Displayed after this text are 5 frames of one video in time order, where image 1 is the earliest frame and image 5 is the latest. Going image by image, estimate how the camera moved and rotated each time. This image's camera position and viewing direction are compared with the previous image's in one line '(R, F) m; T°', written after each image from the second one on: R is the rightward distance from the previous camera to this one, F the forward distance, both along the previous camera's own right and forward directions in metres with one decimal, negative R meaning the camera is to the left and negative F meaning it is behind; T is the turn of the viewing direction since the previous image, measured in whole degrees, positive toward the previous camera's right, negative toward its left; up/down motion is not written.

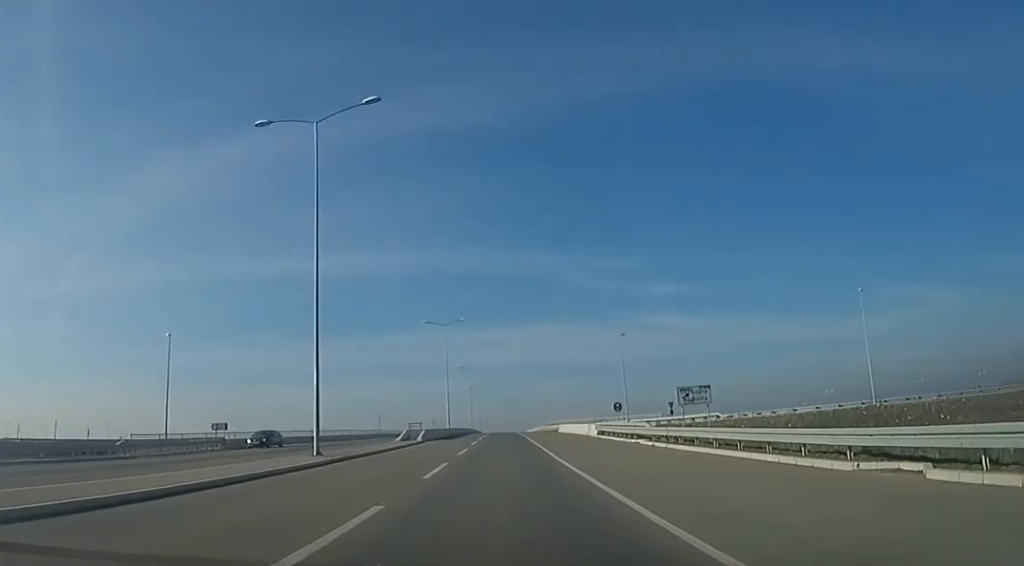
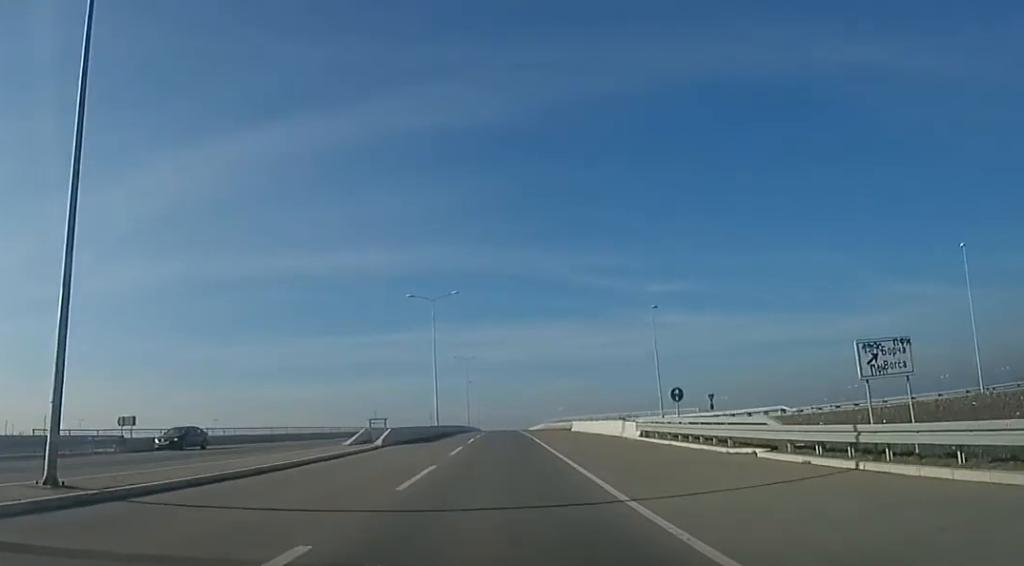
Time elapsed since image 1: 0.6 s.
(0.0, +13.4) m; 0°
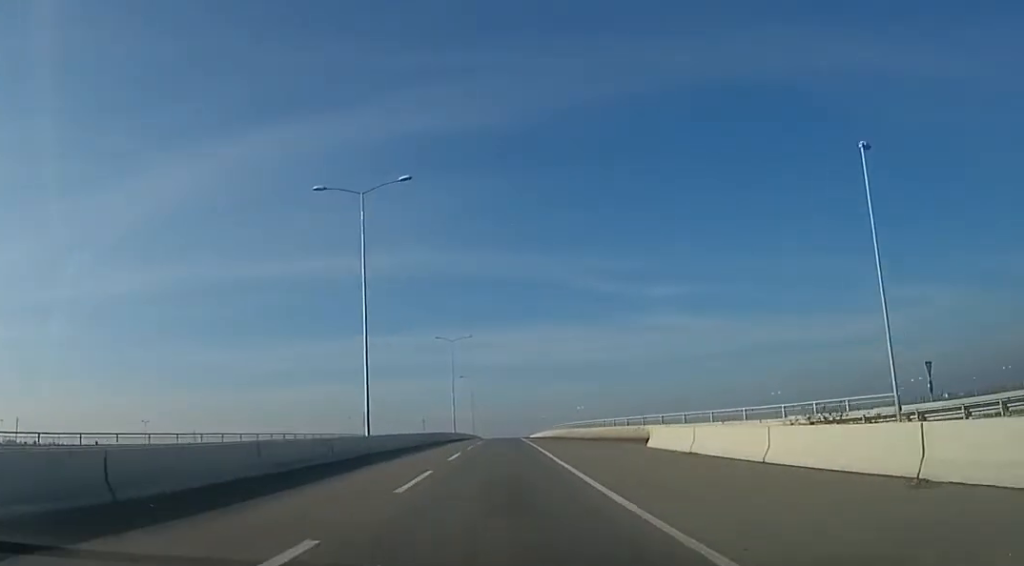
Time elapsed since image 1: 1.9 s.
(0.0, +30.4) m; 0°
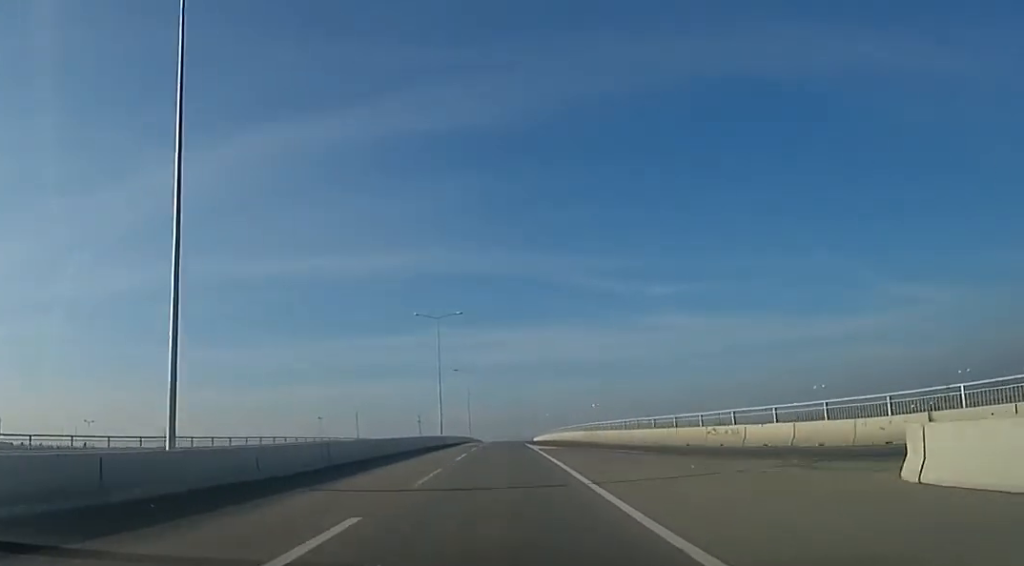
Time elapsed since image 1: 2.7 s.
(0.0, +18.1) m; 0°
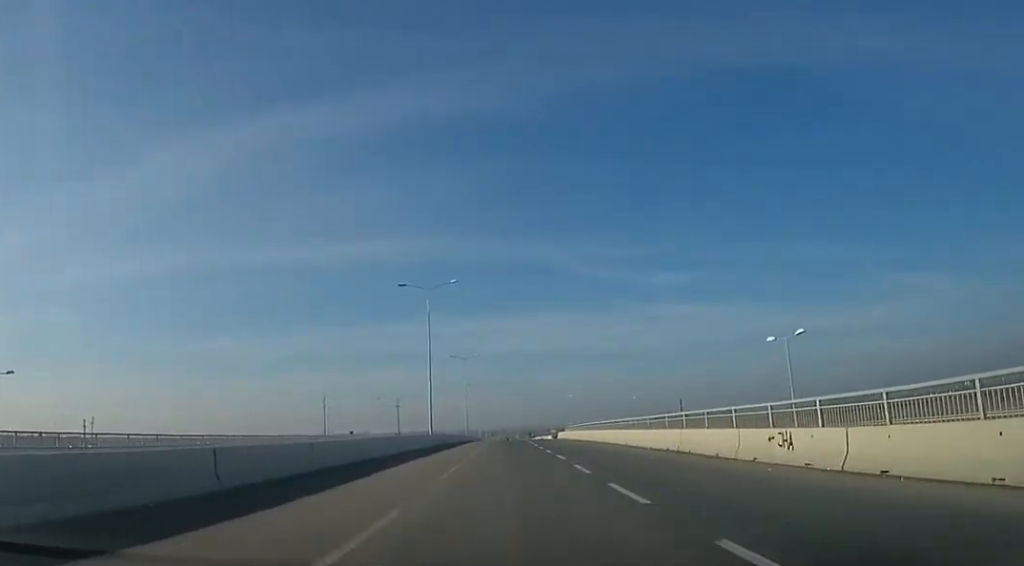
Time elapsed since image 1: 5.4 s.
(0.0, +62.2) m; -1°
